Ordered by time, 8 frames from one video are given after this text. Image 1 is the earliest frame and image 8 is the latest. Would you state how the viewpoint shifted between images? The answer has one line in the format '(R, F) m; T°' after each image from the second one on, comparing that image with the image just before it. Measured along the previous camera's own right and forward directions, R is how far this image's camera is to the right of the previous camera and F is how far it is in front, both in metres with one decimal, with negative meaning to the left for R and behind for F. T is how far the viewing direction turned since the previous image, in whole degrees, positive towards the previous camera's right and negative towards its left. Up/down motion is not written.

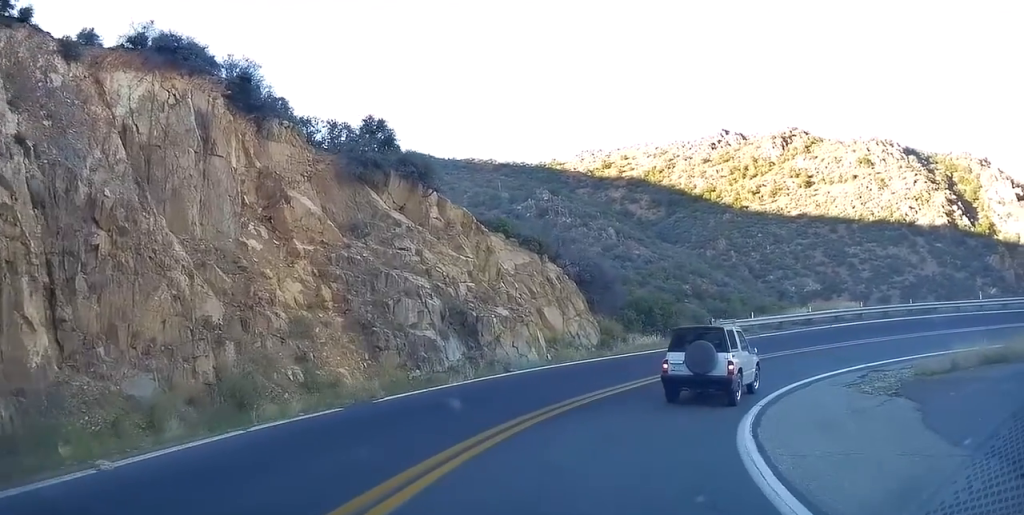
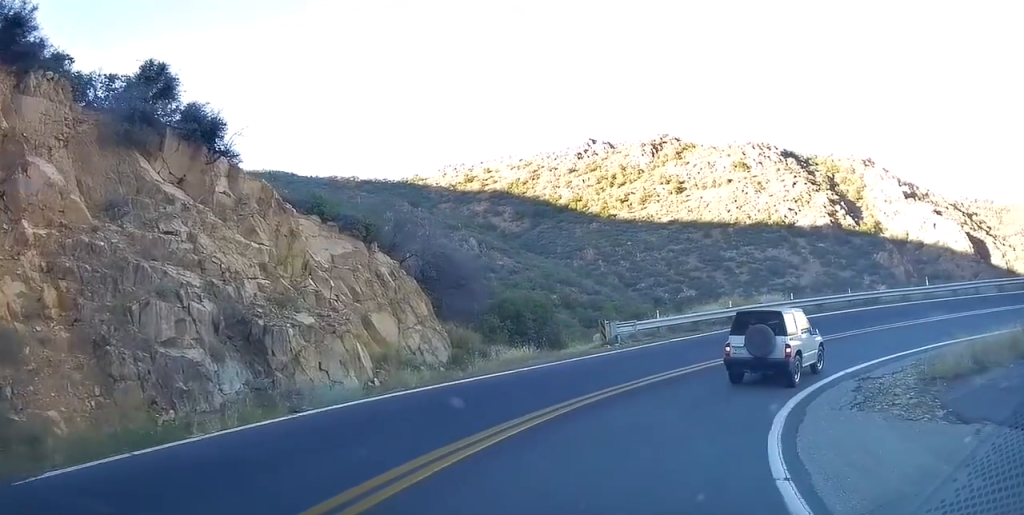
(+1.0, +7.1) m; +11°
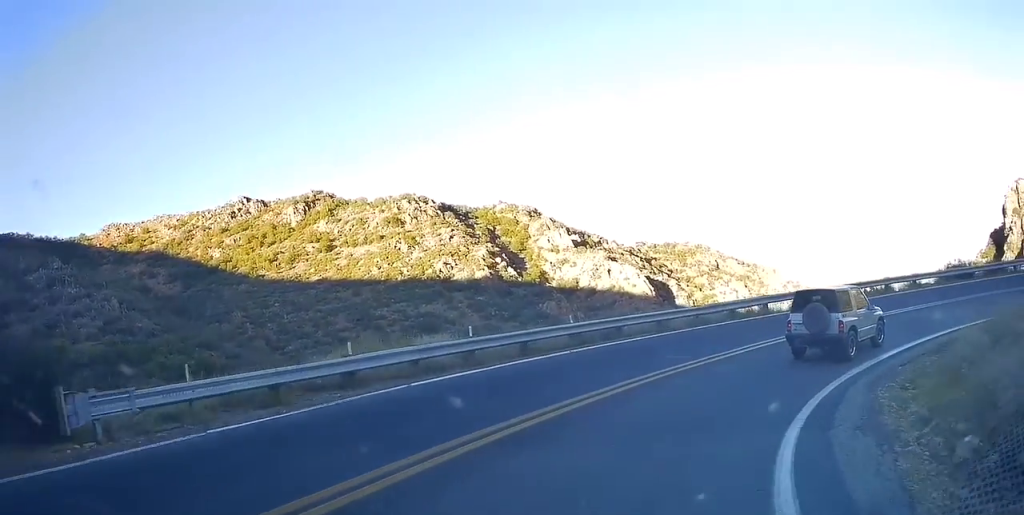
(+3.2, +11.5) m; +41°
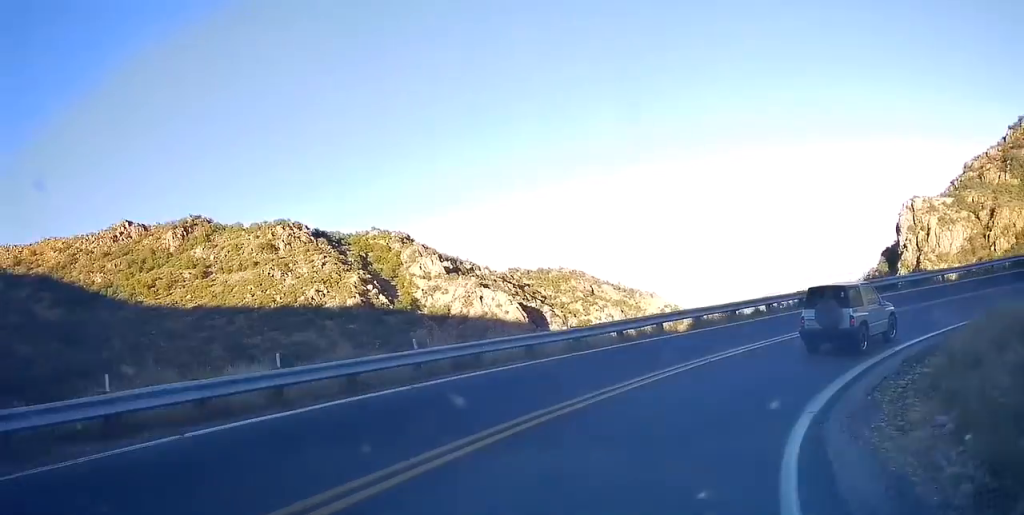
(+0.8, +3.9) m; +15°
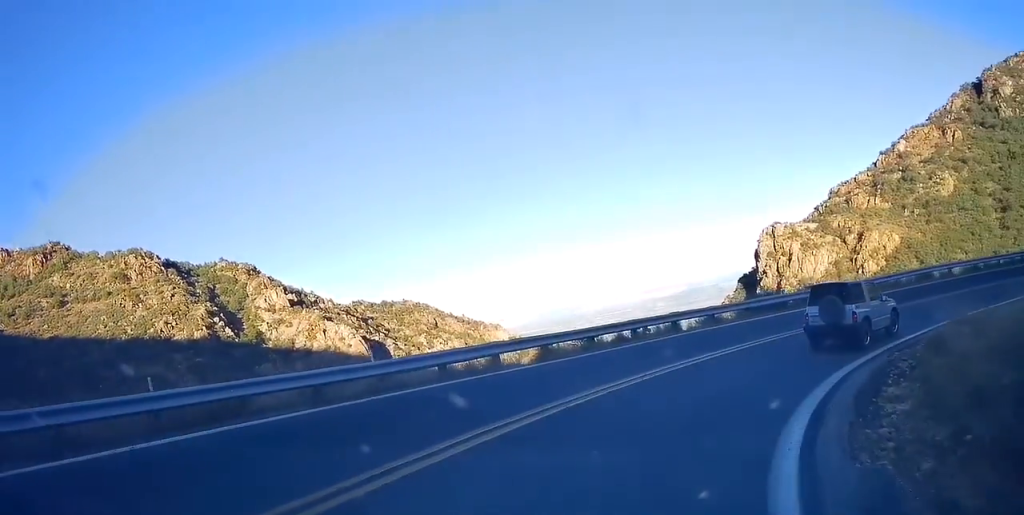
(+0.5, +4.2) m; +16°
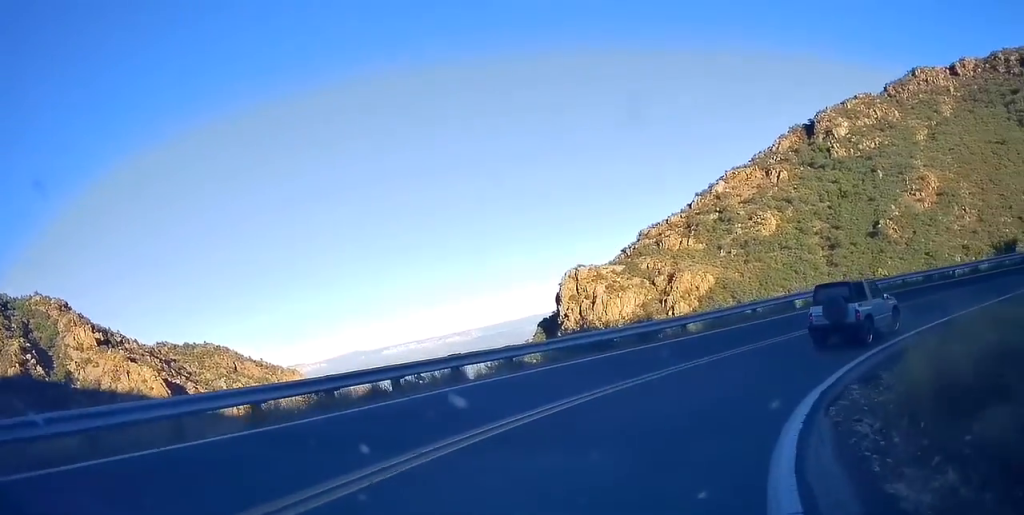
(+1.0, +5.6) m; +19°
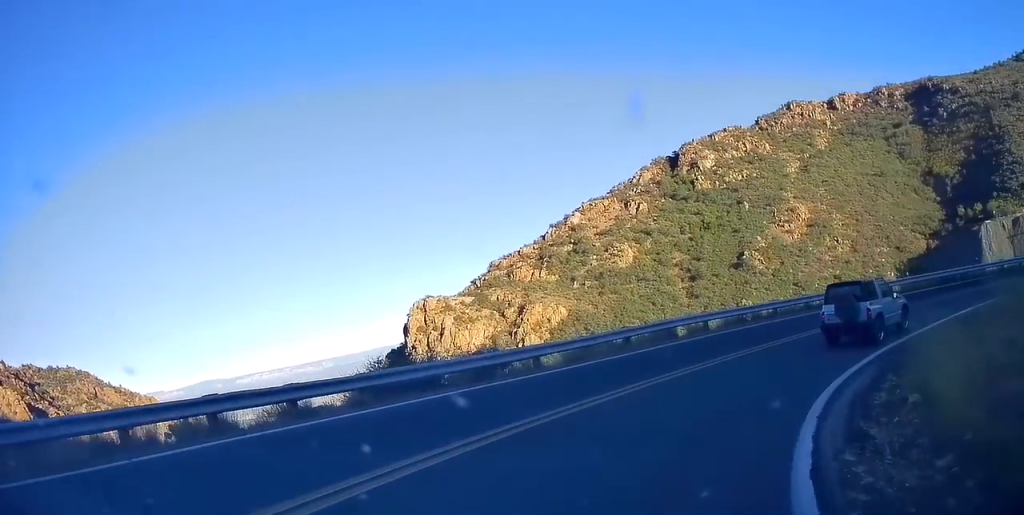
(+0.4, +4.7) m; +16°
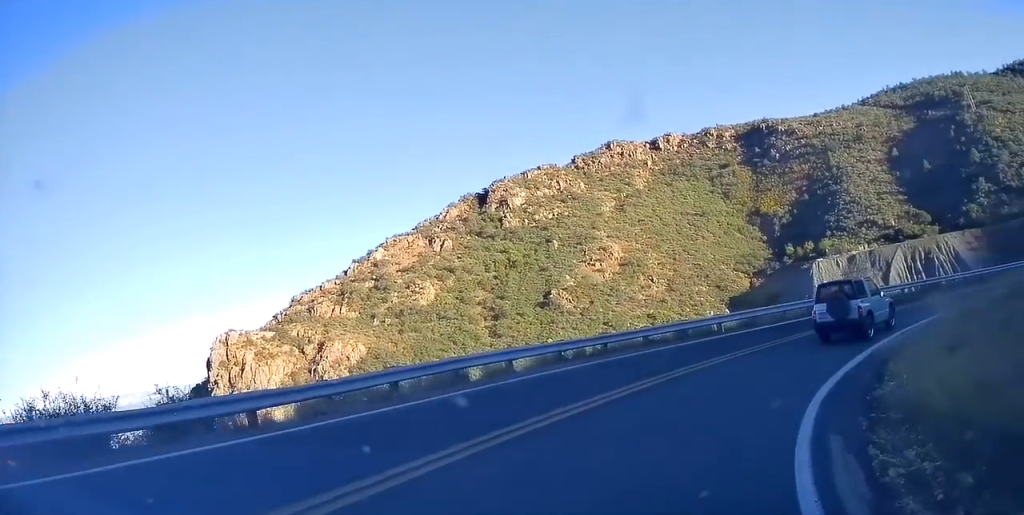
(+1.2, +5.6) m; +19°
